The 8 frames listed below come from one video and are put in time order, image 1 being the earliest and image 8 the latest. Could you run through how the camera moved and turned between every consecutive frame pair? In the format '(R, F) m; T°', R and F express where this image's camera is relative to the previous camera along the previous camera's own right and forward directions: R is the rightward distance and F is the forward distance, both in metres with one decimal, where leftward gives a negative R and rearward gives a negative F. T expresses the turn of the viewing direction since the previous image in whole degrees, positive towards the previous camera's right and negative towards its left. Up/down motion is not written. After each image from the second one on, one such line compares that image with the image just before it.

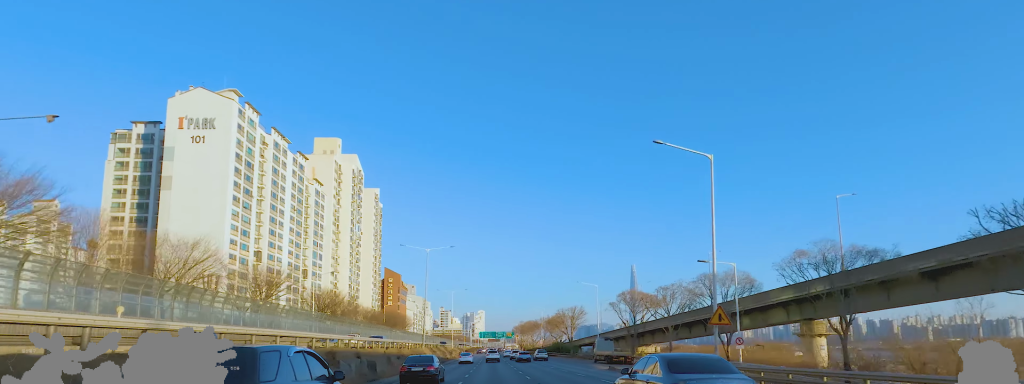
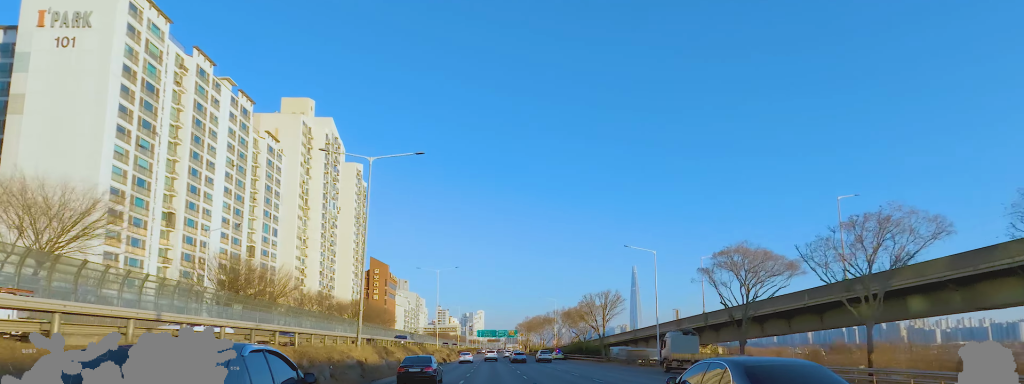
(0.0, +29.5) m; +1°
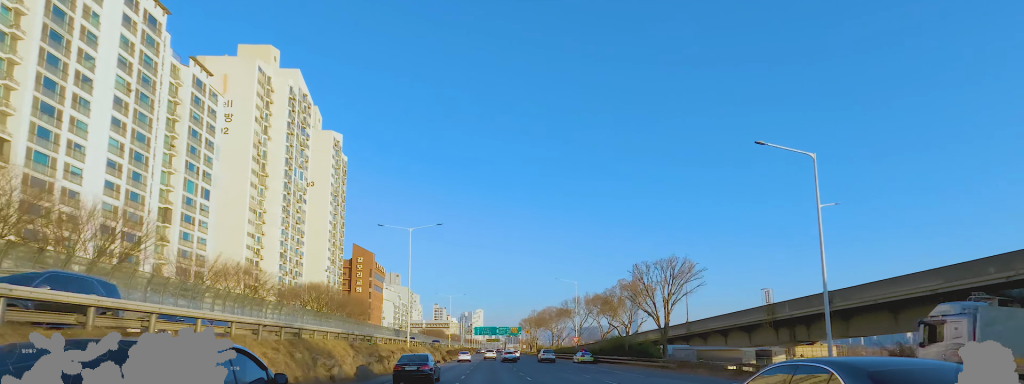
(+1.1, +26.8) m; +3°
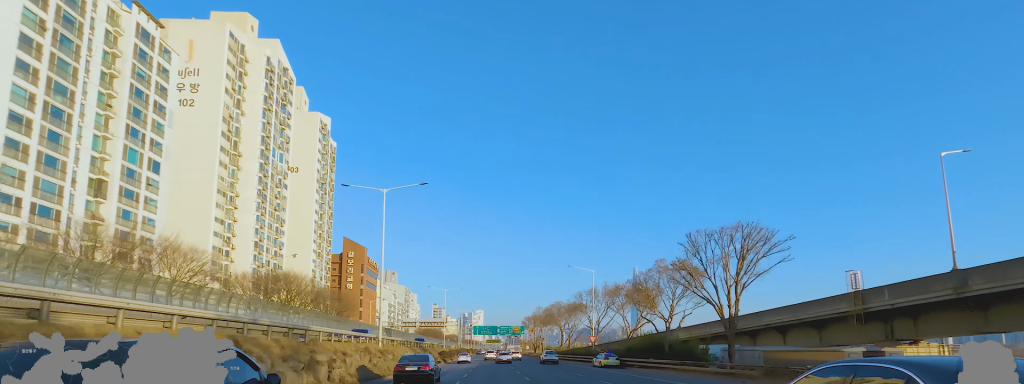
(+0.5, +13.0) m; -1°
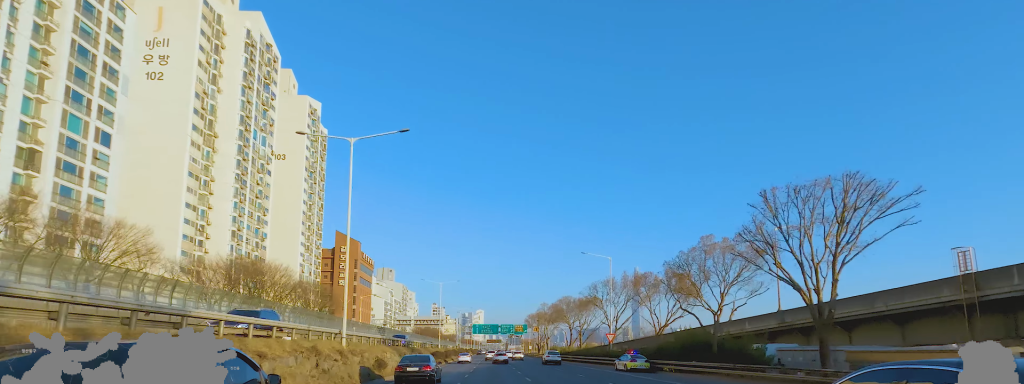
(-0.5, +9.5) m; -2°
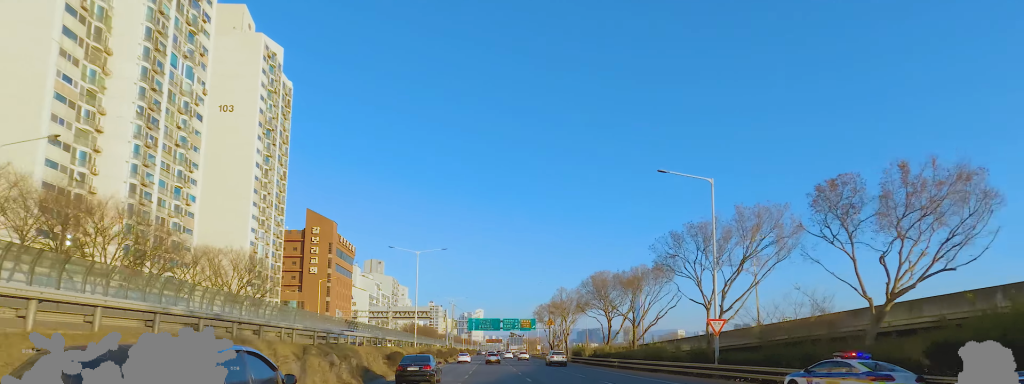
(-0.7, +27.0) m; -1°
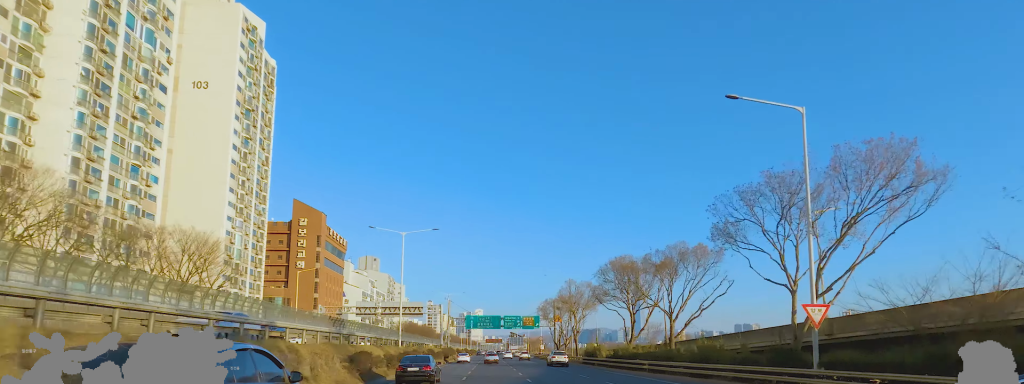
(+0.1, +9.3) m; 0°
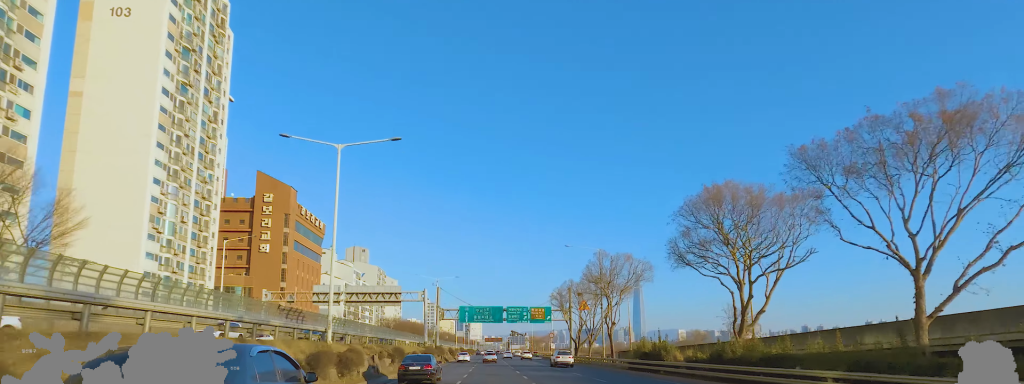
(0.0, +20.7) m; 0°
